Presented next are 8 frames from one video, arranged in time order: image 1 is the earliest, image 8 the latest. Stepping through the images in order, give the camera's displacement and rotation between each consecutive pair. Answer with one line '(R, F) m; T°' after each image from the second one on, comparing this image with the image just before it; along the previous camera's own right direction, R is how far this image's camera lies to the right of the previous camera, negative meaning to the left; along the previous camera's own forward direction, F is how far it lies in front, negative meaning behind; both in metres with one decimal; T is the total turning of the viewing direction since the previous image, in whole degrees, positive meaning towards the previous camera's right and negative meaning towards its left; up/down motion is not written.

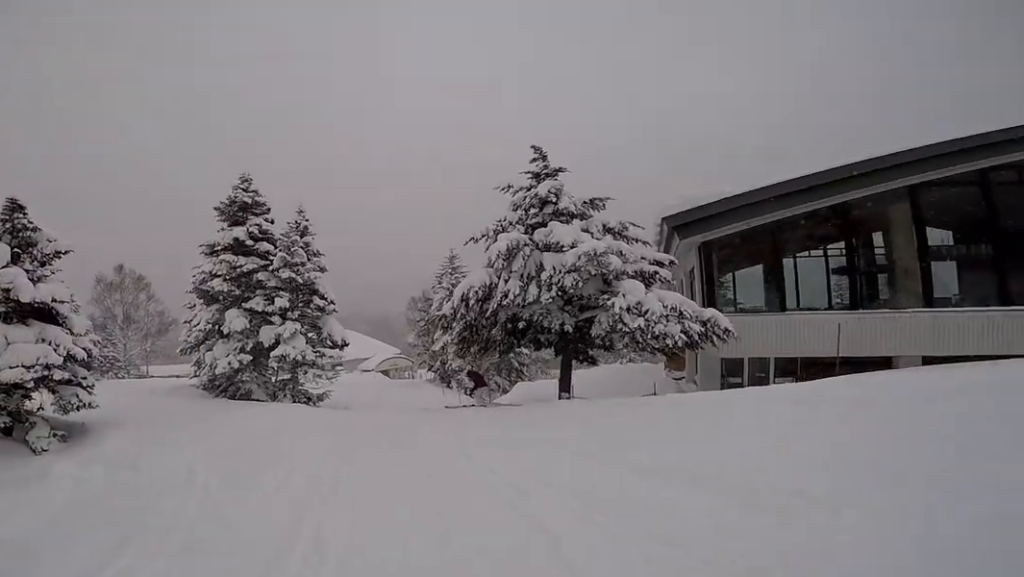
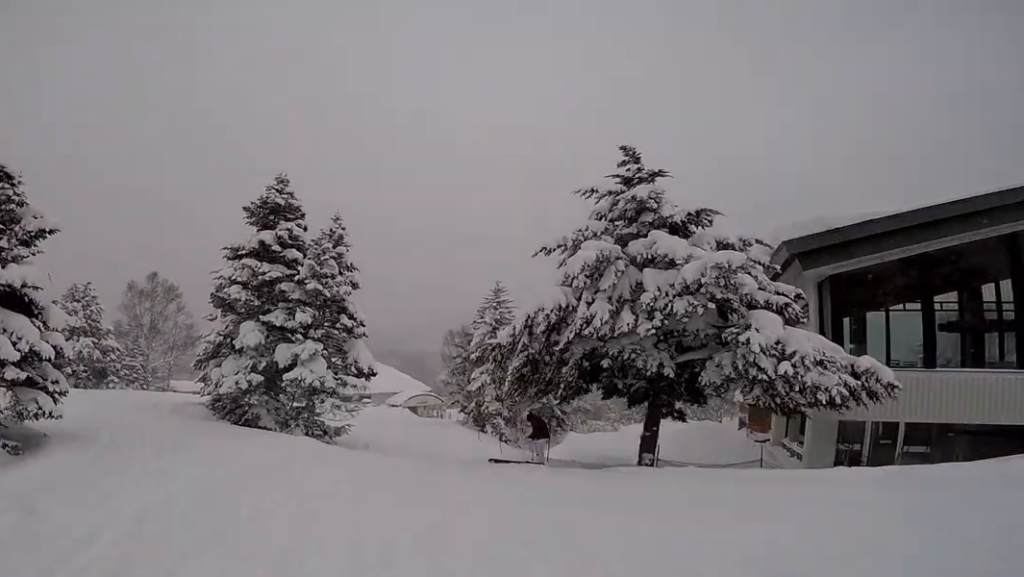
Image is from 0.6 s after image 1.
(-0.4, +3.4) m; -7°
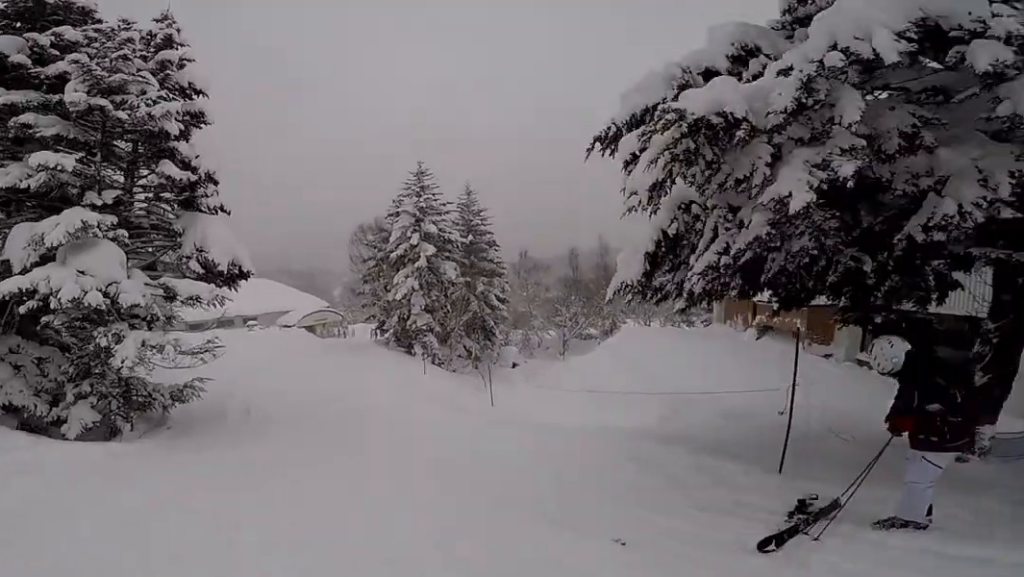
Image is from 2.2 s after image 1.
(-0.2, +9.8) m; +8°
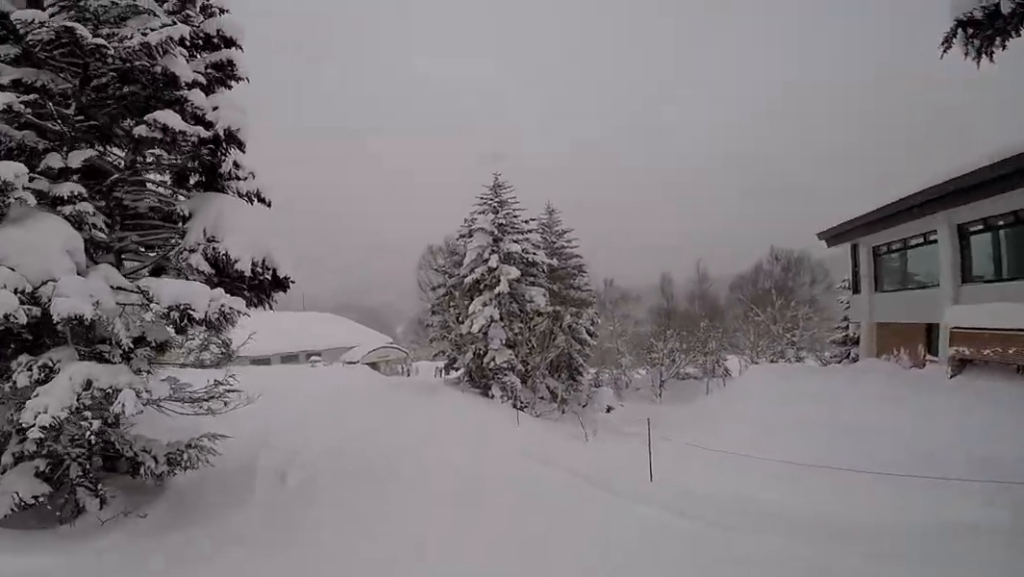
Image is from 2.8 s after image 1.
(+0.2, +4.0) m; +2°
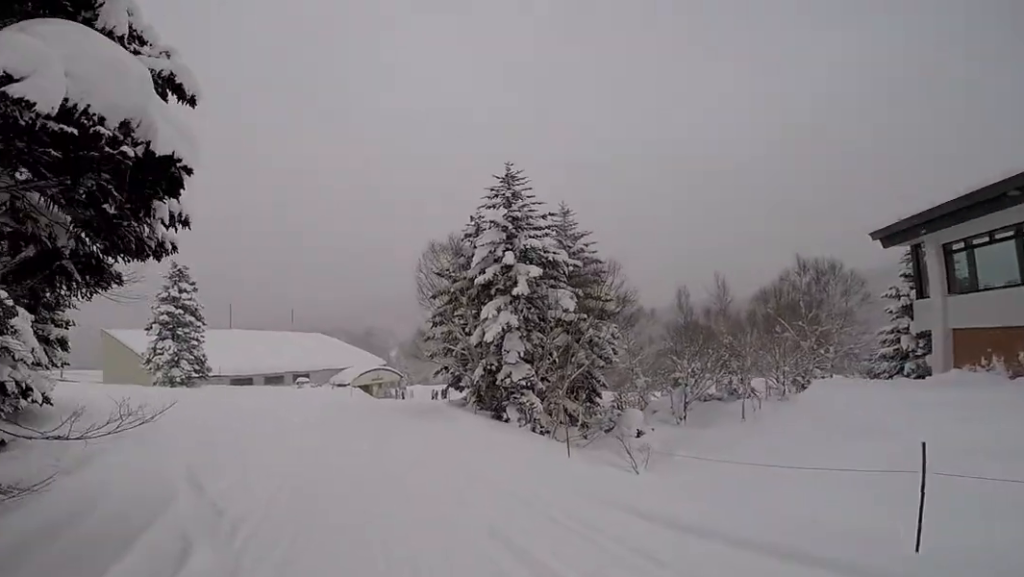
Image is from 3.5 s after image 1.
(+0.1, +4.1) m; +1°
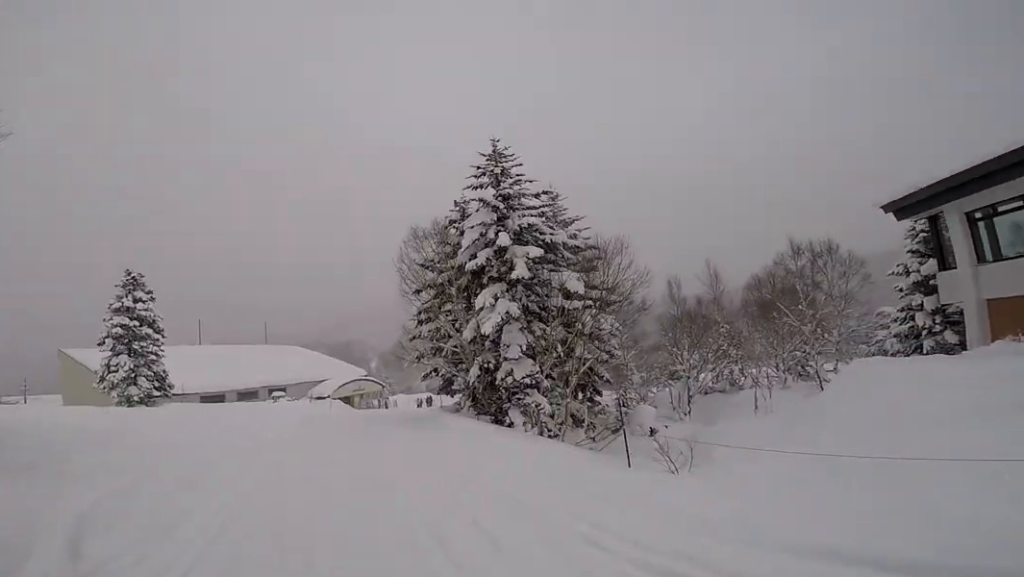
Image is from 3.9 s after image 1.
(0.0, +2.7) m; 0°
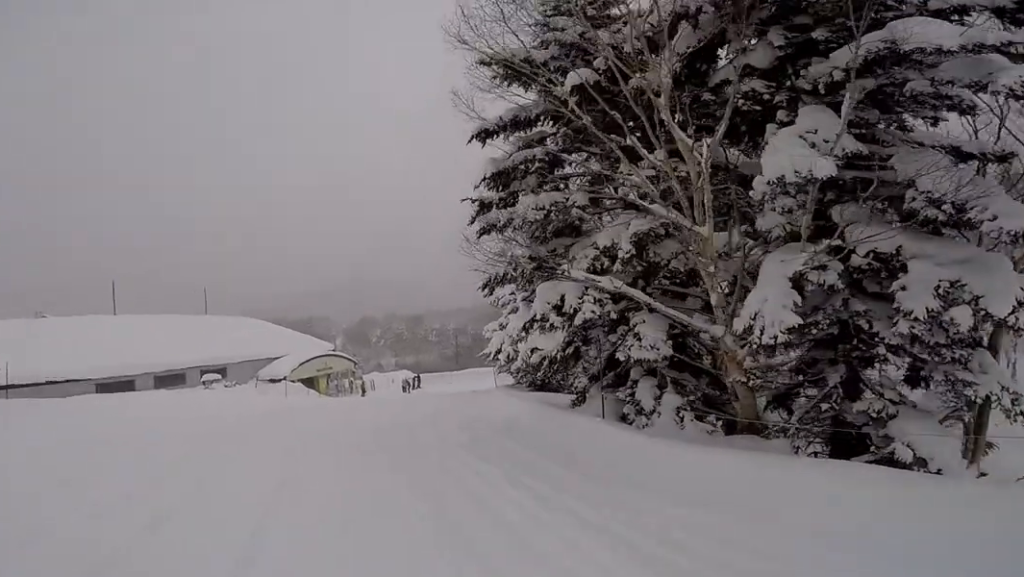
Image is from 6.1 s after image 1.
(0.0, +13.6) m; 0°
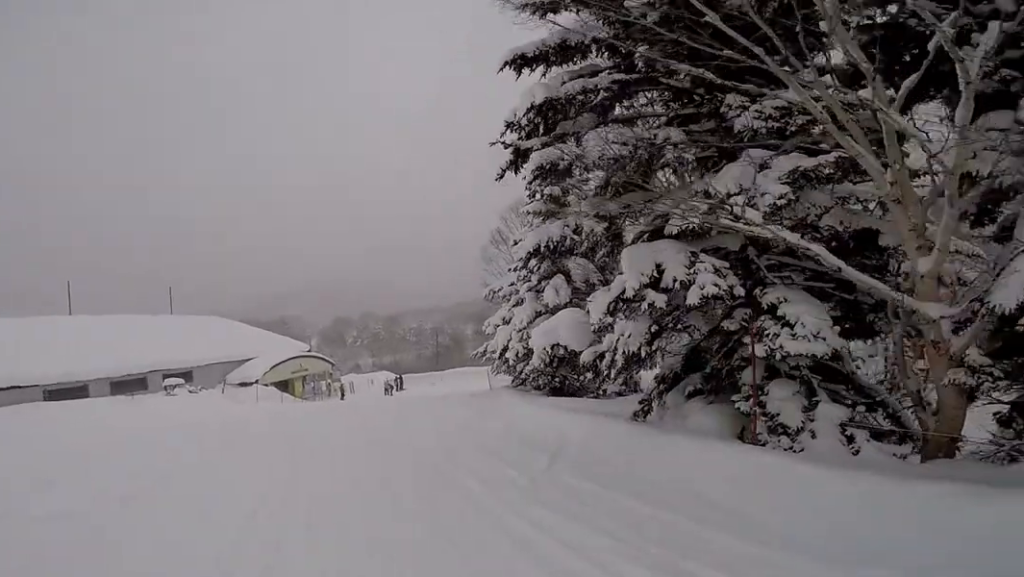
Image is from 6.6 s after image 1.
(0.0, +3.0) m; 0°
